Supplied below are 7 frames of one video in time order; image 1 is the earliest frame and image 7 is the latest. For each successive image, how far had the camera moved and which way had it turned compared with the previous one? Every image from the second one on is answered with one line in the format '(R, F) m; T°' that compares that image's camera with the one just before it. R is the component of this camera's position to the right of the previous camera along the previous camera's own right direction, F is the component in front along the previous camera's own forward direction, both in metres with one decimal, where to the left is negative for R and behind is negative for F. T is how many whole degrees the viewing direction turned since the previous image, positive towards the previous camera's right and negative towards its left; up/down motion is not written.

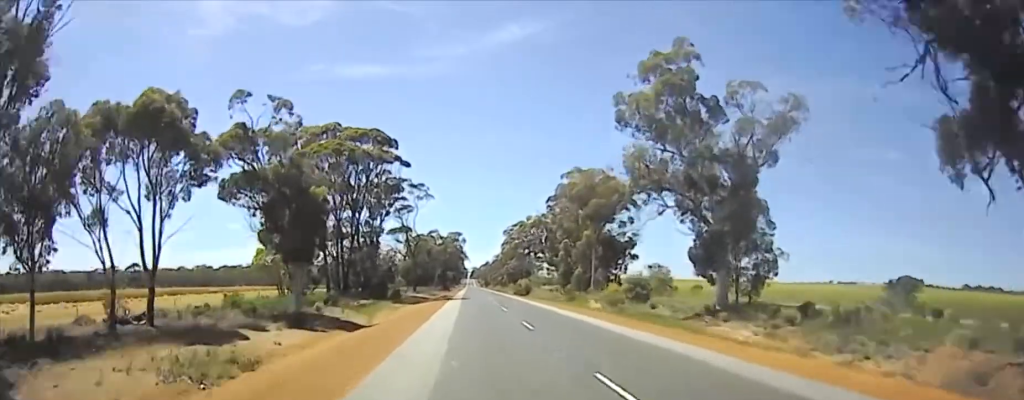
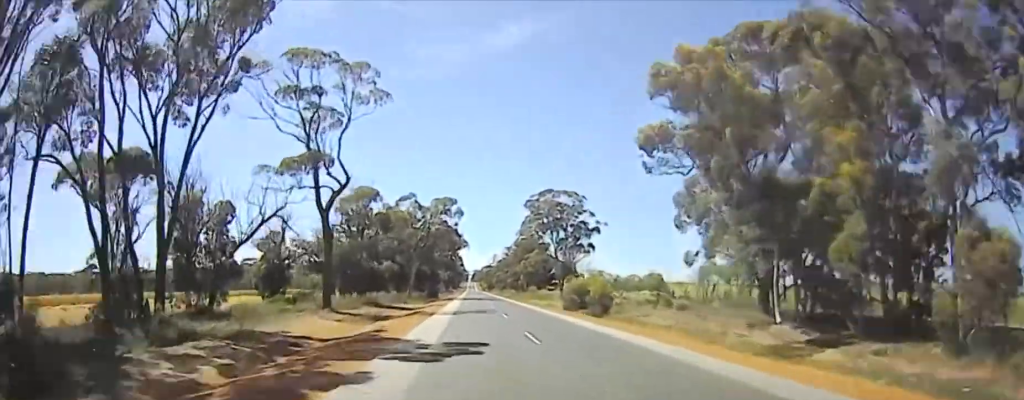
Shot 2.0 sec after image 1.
(-1.5, +53.2) m; -1°
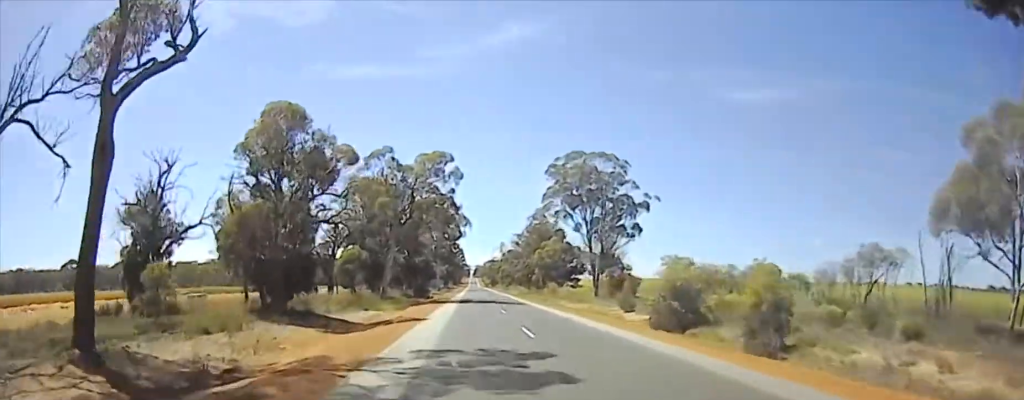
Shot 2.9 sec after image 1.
(+0.3, +18.7) m; +2°
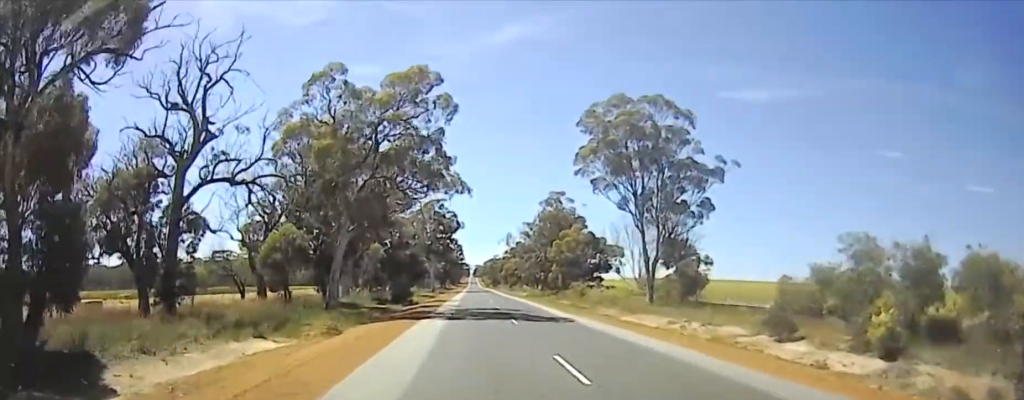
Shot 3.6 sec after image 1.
(+0.2, +12.8) m; +1°
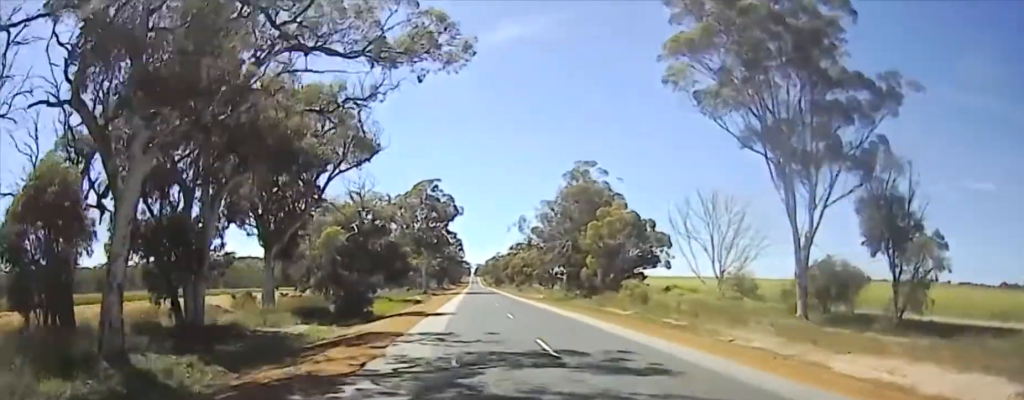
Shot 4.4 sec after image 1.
(0.0, +12.1) m; 0°
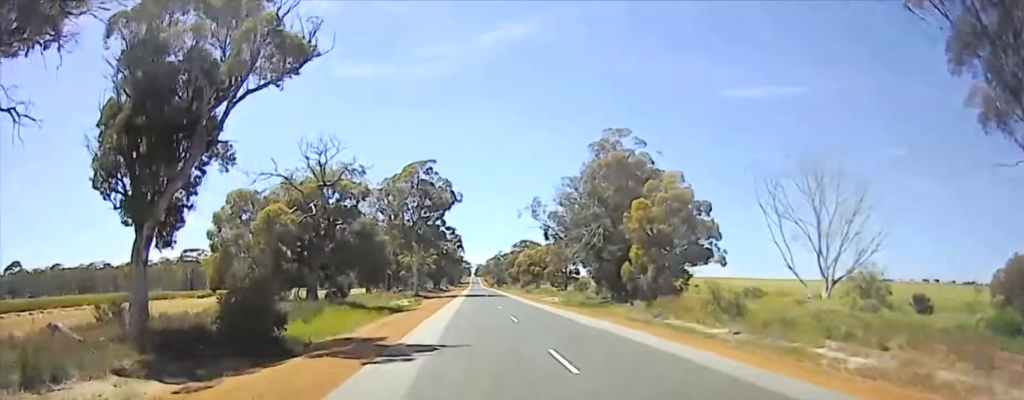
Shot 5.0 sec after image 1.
(+0.1, +7.7) m; -1°
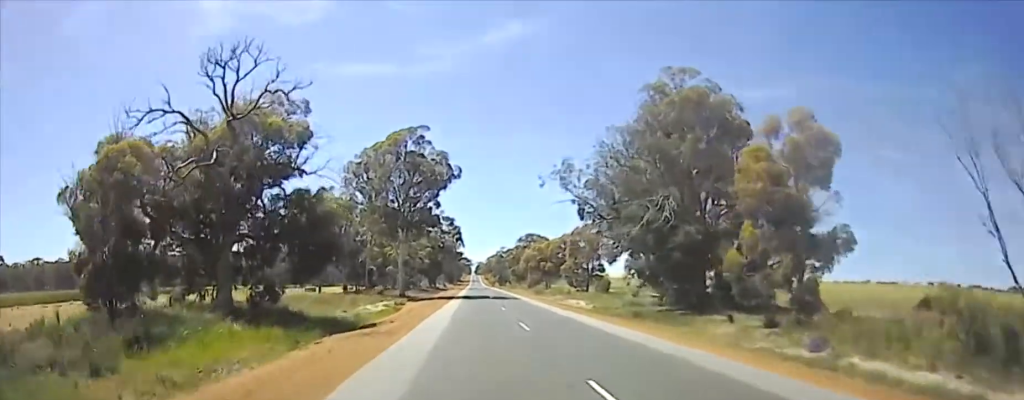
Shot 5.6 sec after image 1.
(-0.1, +9.4) m; -1°
